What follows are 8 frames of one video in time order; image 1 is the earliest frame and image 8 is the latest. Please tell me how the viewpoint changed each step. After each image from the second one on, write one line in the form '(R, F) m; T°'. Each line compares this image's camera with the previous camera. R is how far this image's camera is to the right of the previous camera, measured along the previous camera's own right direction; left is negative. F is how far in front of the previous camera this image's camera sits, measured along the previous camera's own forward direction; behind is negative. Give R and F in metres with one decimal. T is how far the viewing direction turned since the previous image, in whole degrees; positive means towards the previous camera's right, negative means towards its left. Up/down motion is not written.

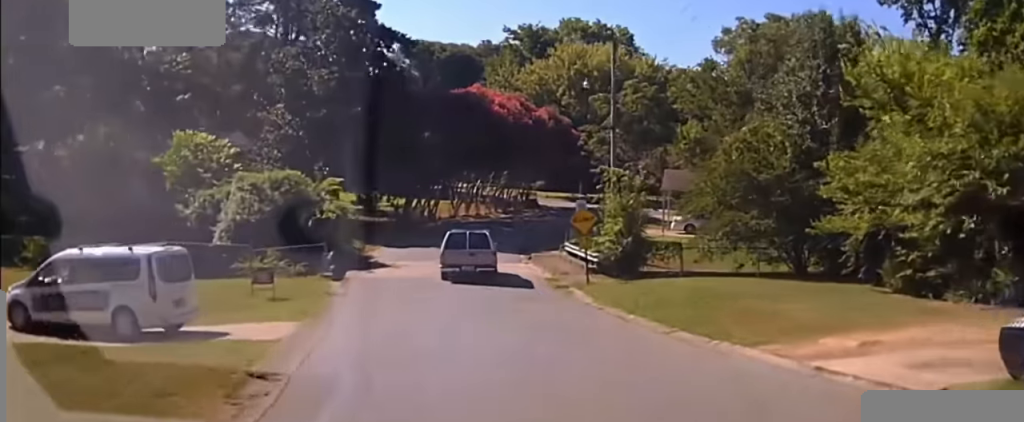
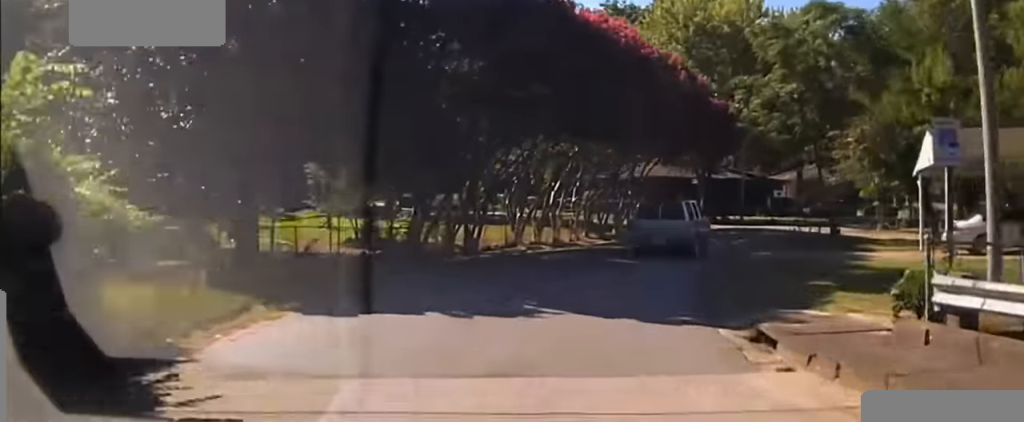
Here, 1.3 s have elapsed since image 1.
(-4.4, +26.3) m; -12°
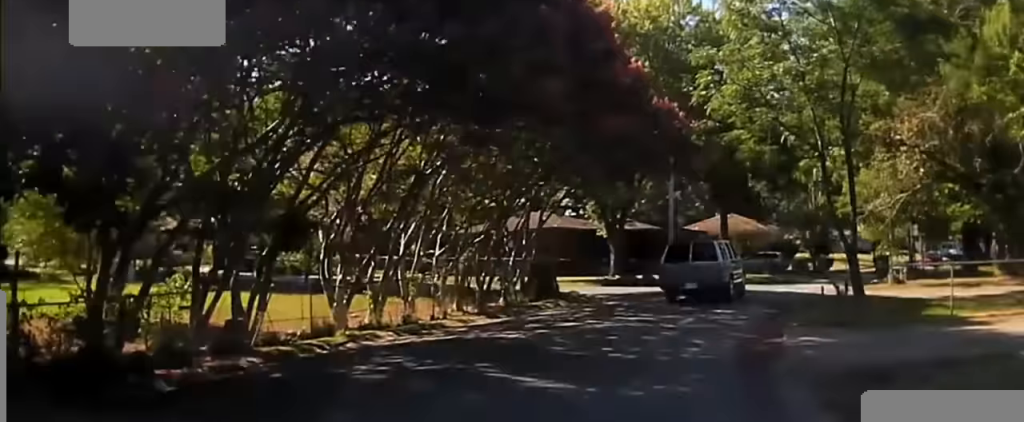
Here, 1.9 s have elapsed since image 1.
(0.0, +12.6) m; +2°
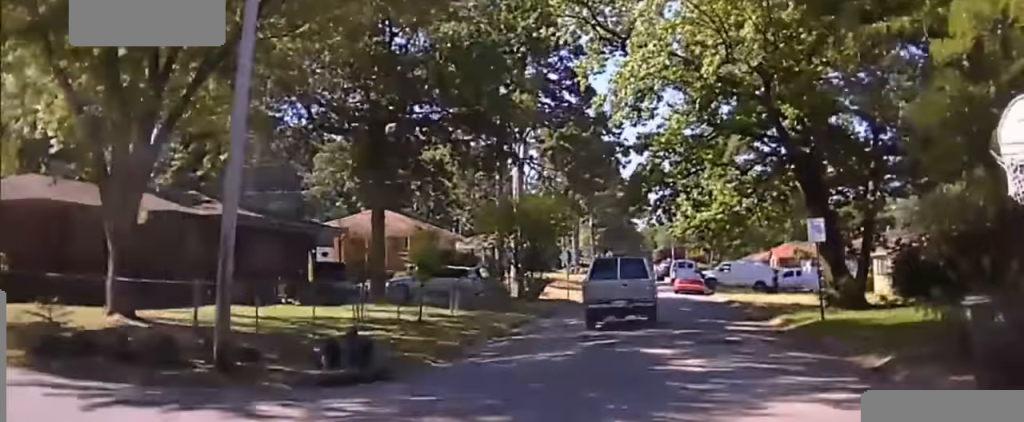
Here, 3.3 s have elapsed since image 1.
(+2.7, +27.9) m; +17°
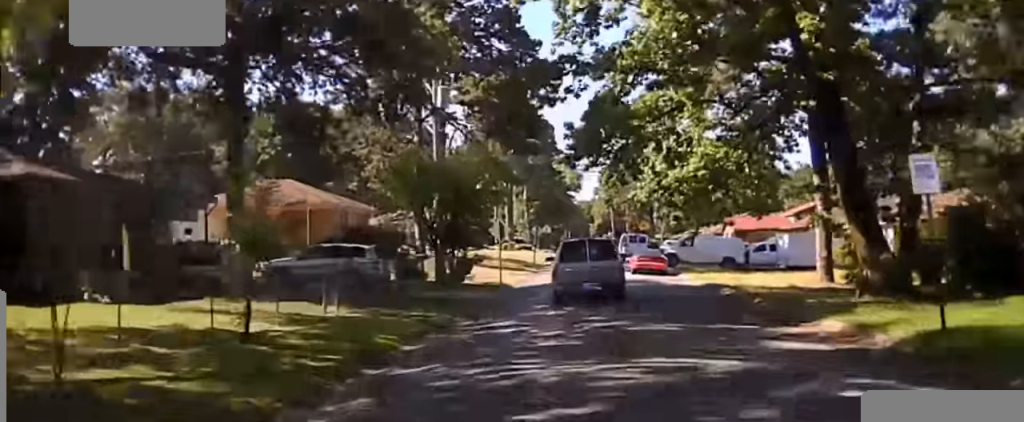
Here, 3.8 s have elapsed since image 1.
(+0.9, +10.3) m; +7°
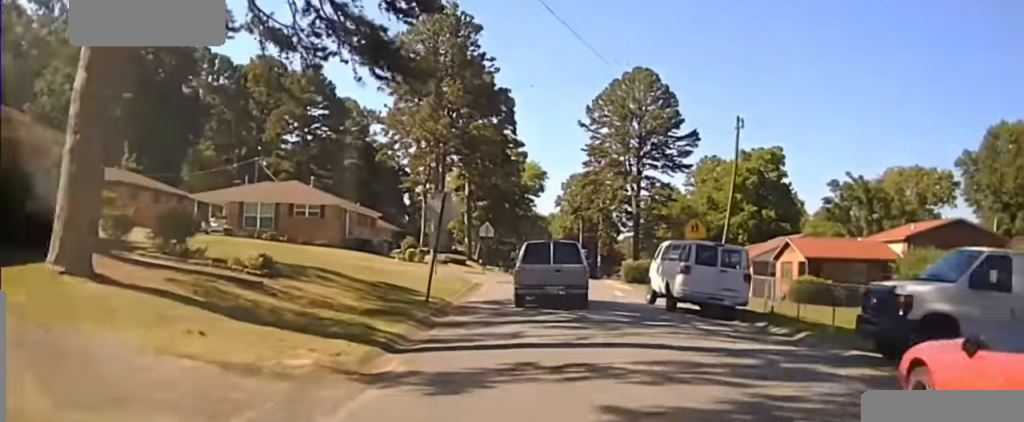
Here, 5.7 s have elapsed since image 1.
(+6.6, +42.3) m; +12°
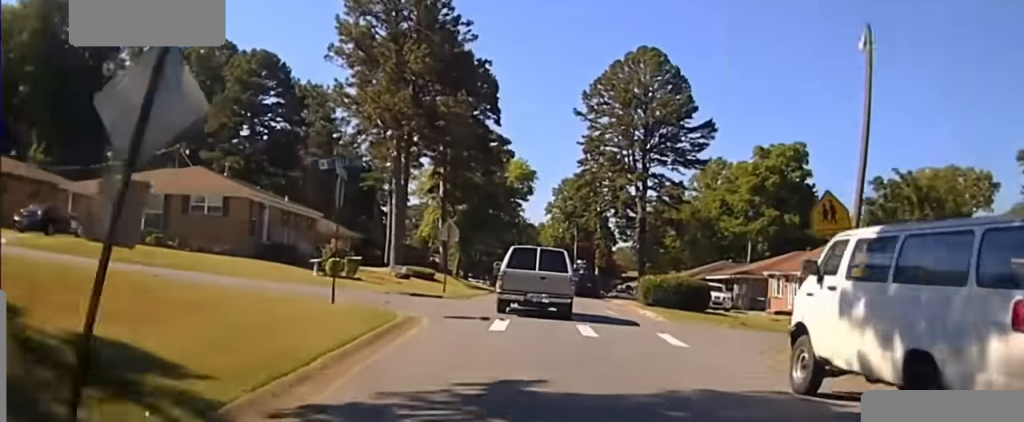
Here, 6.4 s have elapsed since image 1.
(+0.1, +17.1) m; +2°
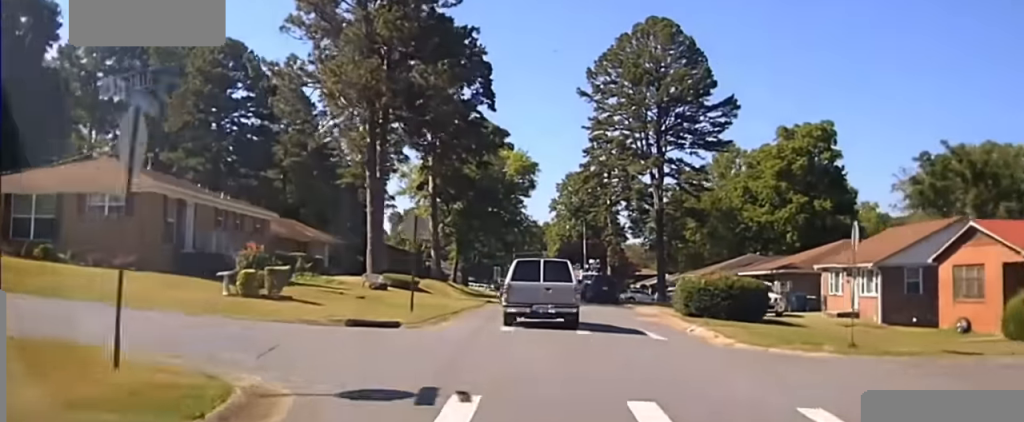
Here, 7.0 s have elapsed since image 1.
(+0.3, +12.0) m; 0°
